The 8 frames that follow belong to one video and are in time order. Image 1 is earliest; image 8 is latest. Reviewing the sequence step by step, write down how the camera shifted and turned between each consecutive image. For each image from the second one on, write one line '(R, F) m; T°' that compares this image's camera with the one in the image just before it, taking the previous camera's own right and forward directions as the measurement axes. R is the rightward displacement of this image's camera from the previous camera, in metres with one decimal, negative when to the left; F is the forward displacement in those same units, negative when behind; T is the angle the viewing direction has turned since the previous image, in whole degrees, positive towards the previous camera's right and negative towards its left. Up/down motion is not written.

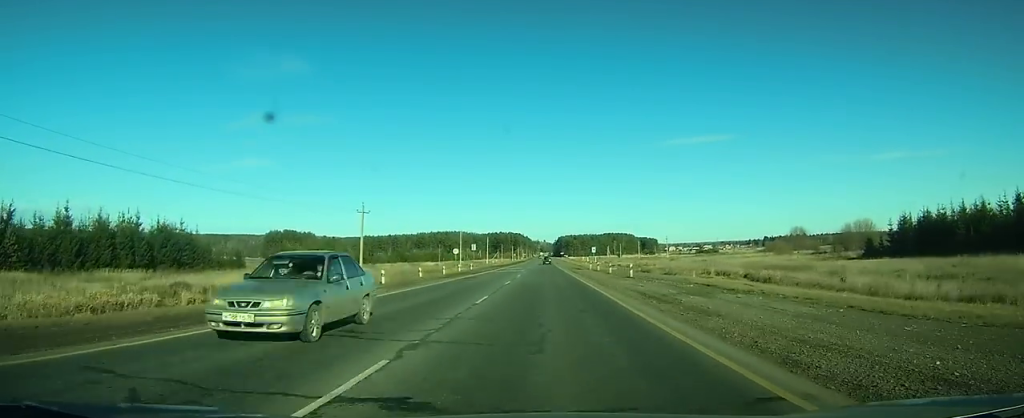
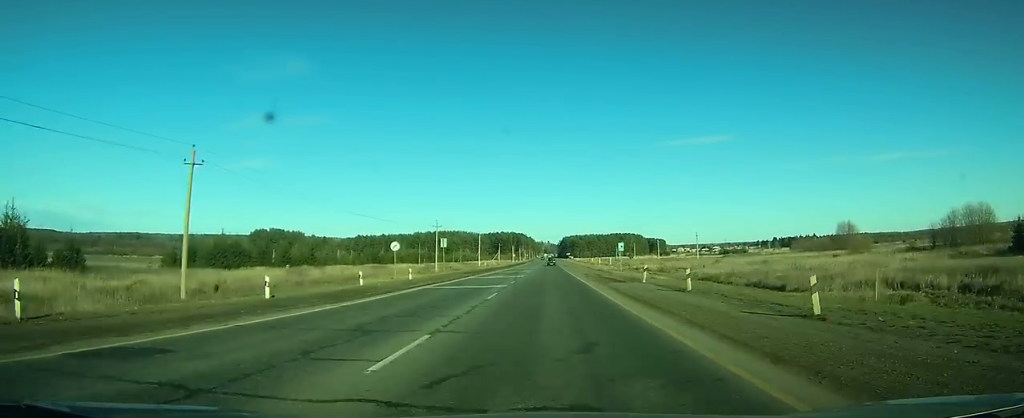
(0.0, +34.1) m; 0°
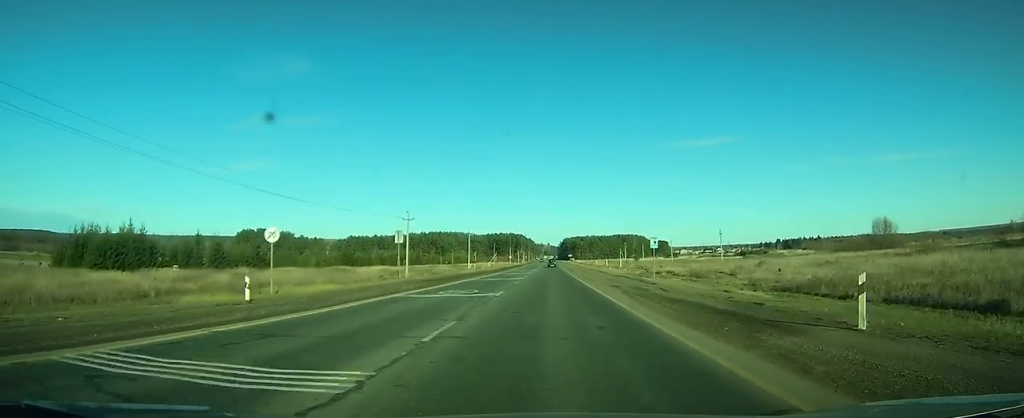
(0.0, +21.7) m; 0°
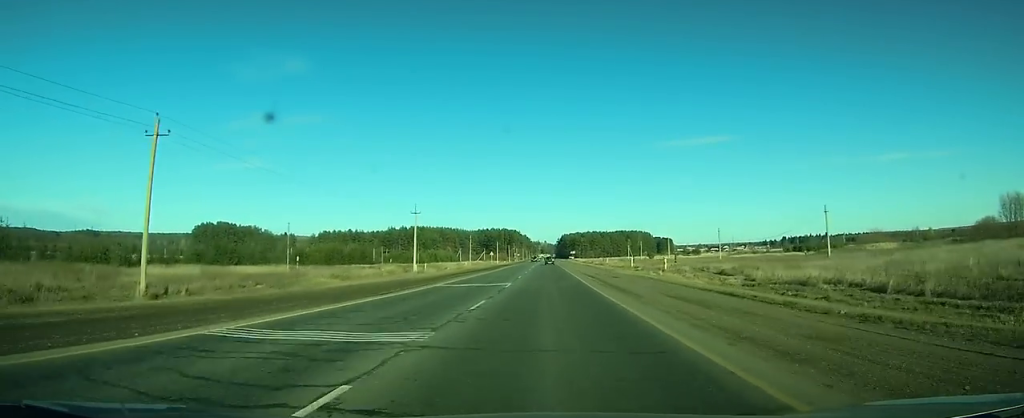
(+0.2, +54.2) m; 0°
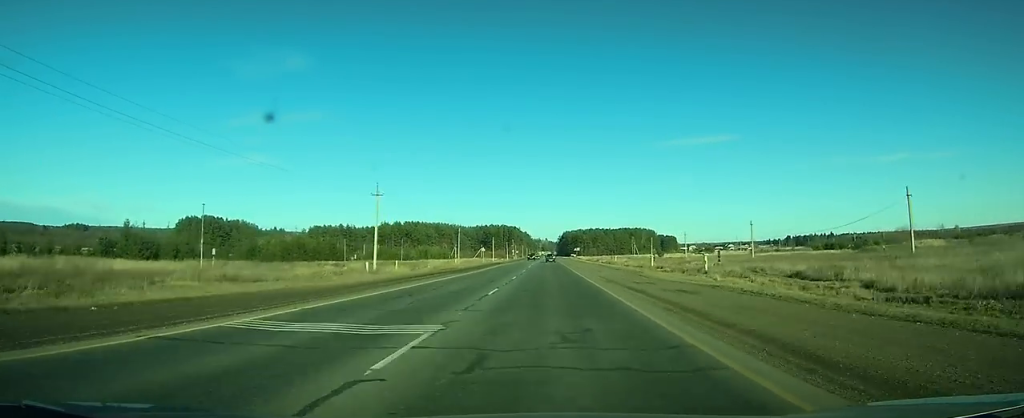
(0.0, +20.2) m; 0°
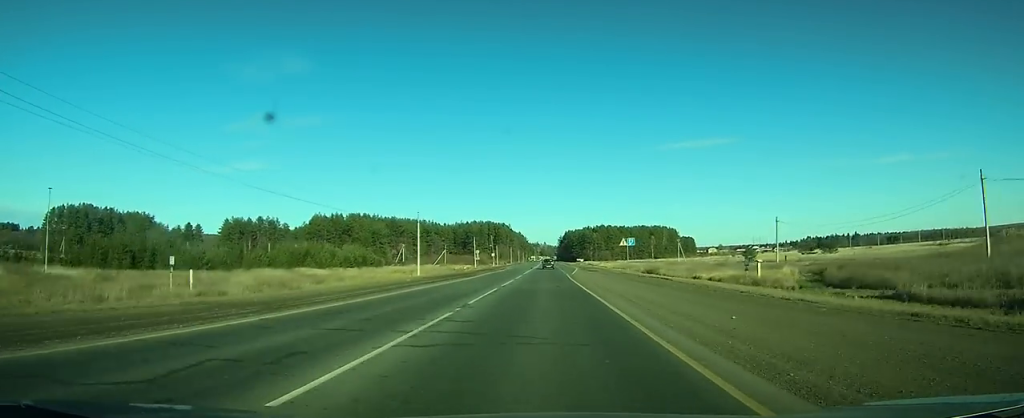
(+0.3, +112.2) m; 0°
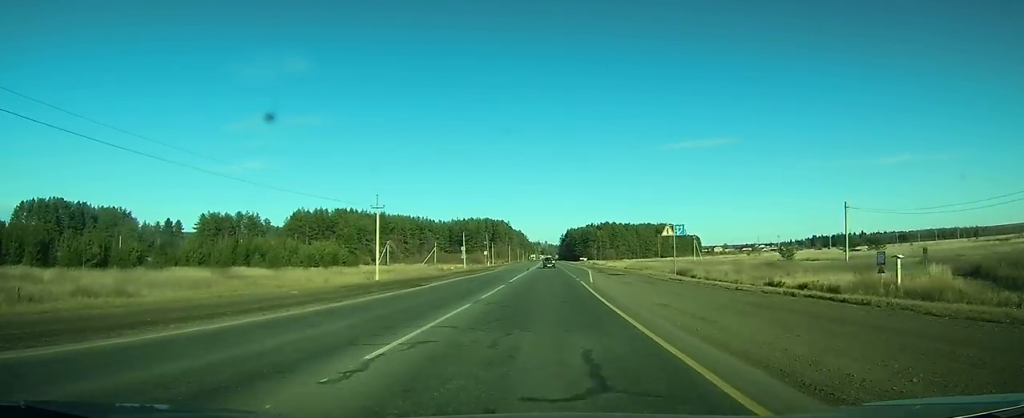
(0.0, +21.8) m; 0°
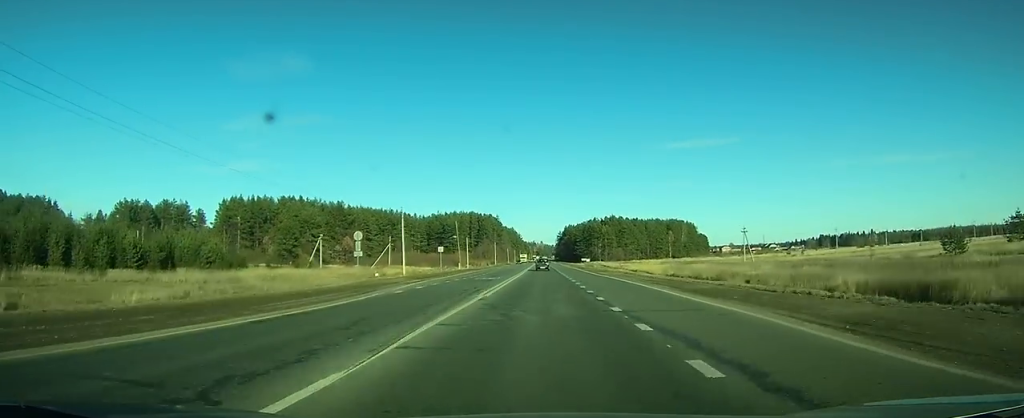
(-0.2, +53.0) m; 0°
